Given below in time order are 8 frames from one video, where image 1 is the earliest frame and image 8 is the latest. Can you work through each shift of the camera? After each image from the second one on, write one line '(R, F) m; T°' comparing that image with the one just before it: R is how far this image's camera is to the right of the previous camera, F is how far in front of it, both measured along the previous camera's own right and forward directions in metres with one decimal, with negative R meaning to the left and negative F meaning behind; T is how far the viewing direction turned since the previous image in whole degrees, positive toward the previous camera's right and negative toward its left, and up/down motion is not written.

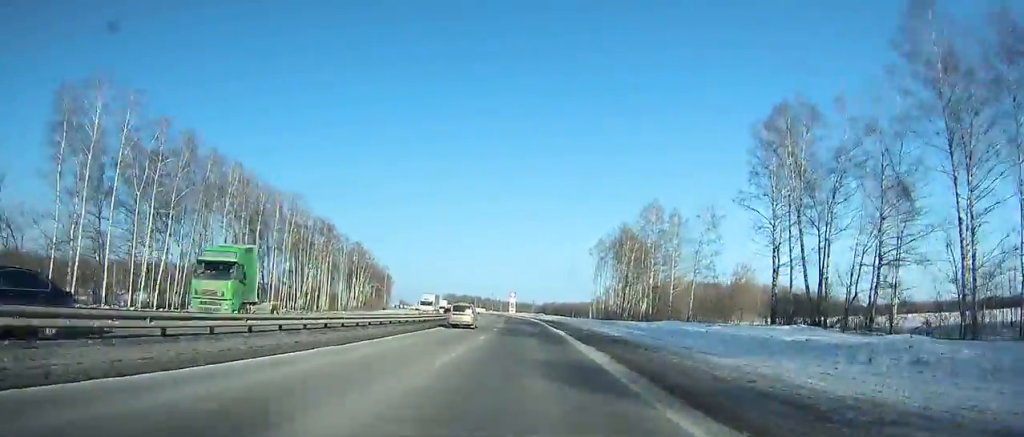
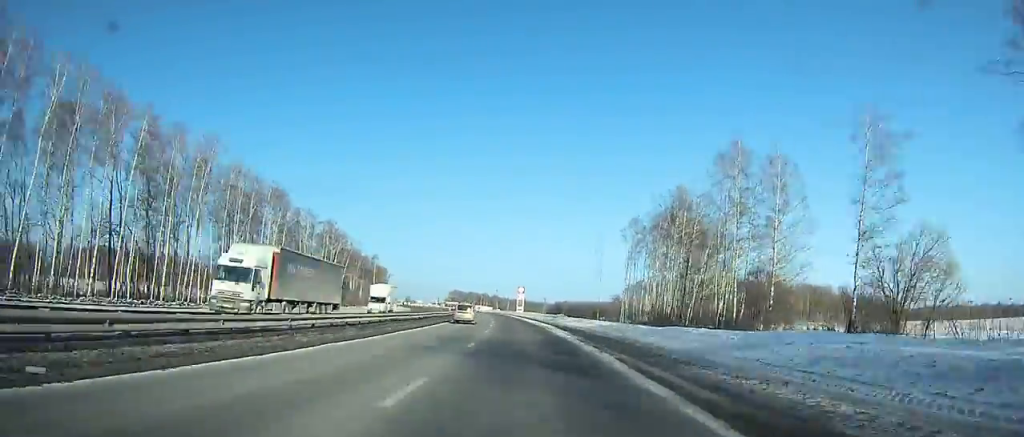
(+0.1, +41.9) m; -1°
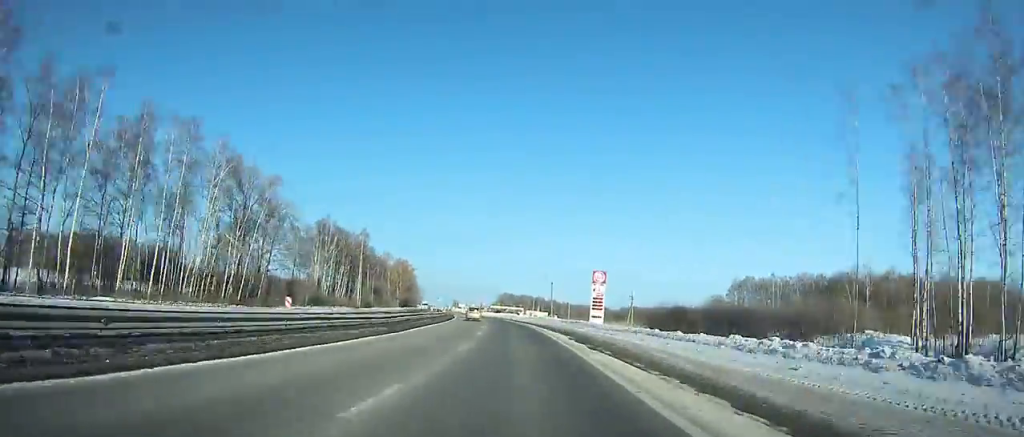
(-4.7, +96.3) m; -6°
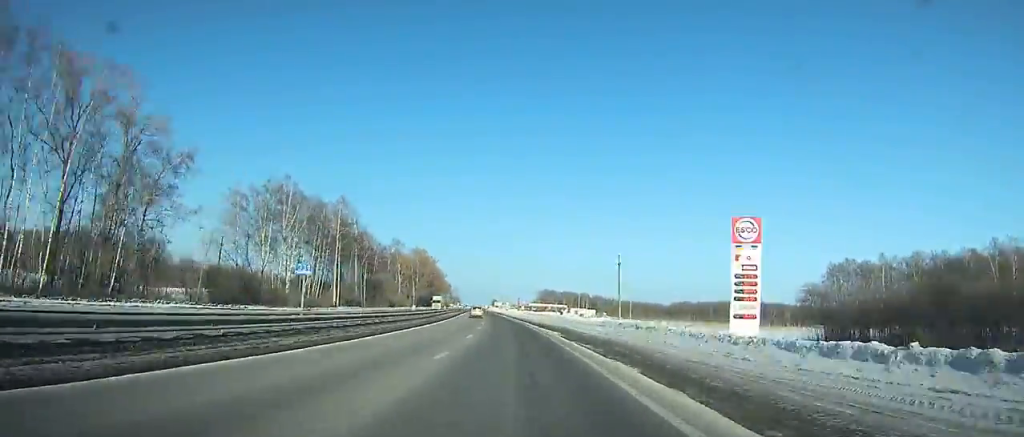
(-0.9, +51.9) m; -3°
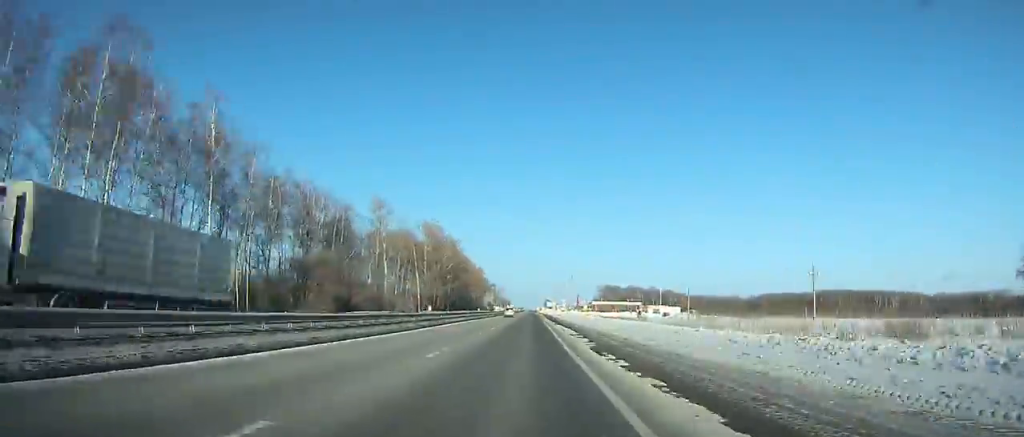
(-3.8, +82.4) m; -3°
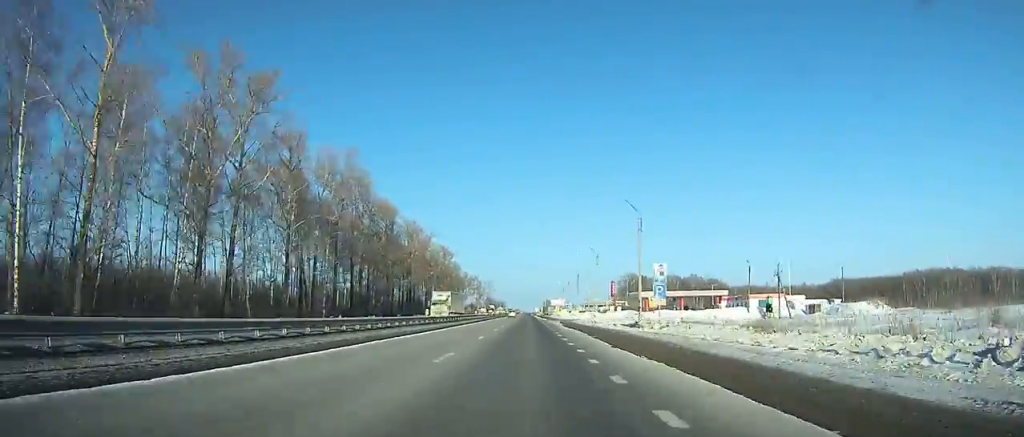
(-0.9, +120.1) m; 0°
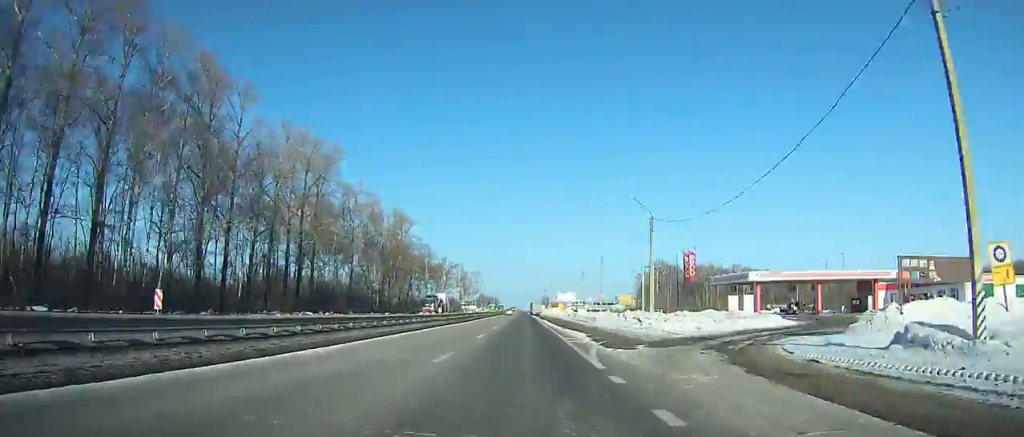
(+0.1, +71.3) m; 0°
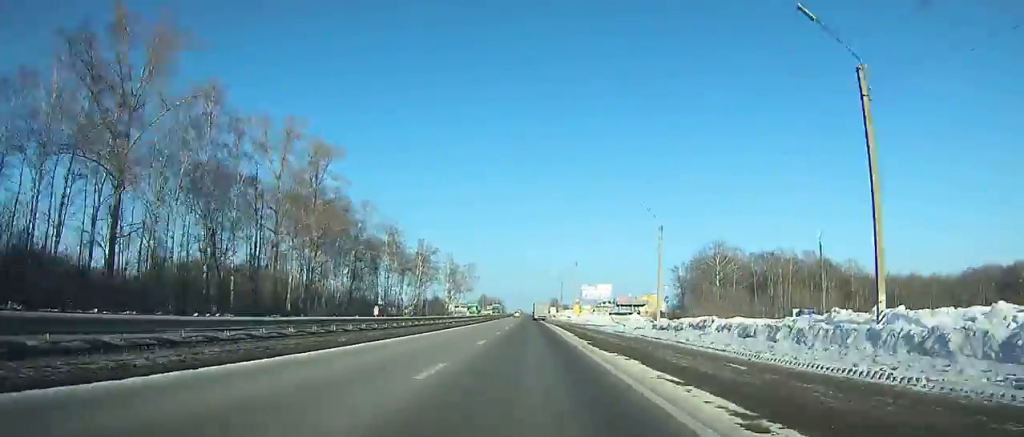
(-0.1, +63.7) m; 0°
